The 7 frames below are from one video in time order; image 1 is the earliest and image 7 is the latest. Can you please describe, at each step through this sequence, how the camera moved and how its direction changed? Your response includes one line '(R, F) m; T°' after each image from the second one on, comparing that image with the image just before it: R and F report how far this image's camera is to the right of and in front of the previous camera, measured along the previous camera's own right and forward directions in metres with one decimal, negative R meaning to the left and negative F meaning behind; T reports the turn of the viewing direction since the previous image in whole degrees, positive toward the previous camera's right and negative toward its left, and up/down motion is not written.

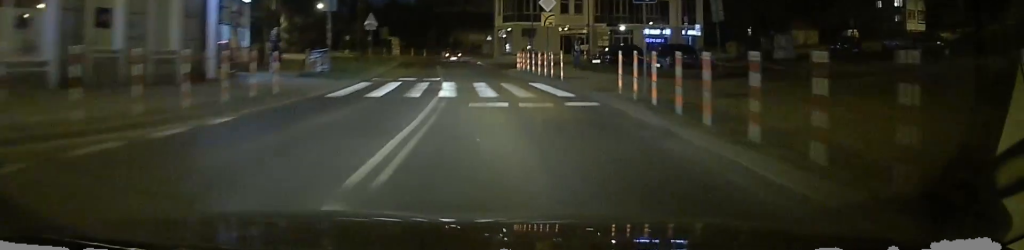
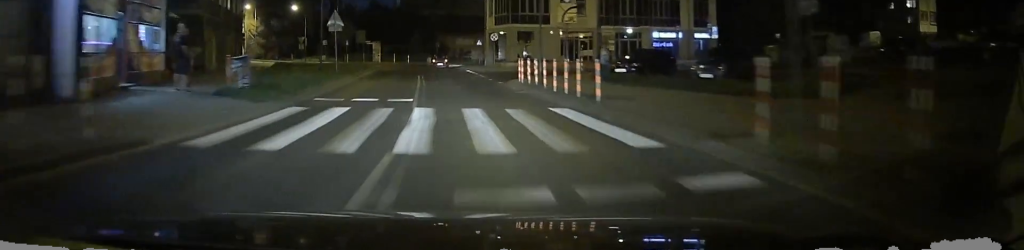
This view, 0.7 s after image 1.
(+0.1, +7.9) m; +1°
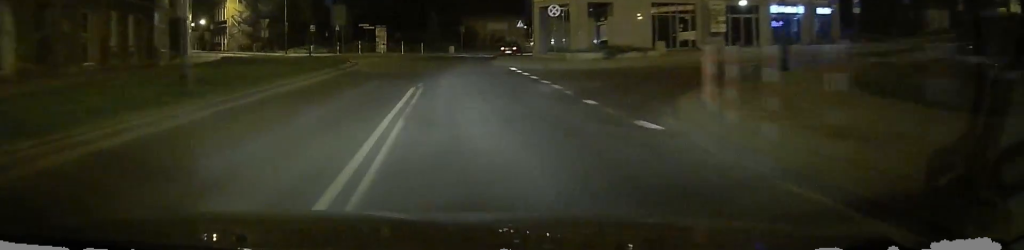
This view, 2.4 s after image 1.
(-0.5, +20.2) m; -3°
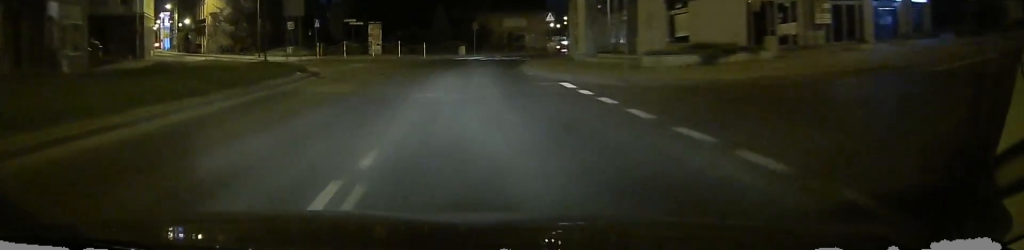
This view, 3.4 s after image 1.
(-0.1, +11.3) m; +1°
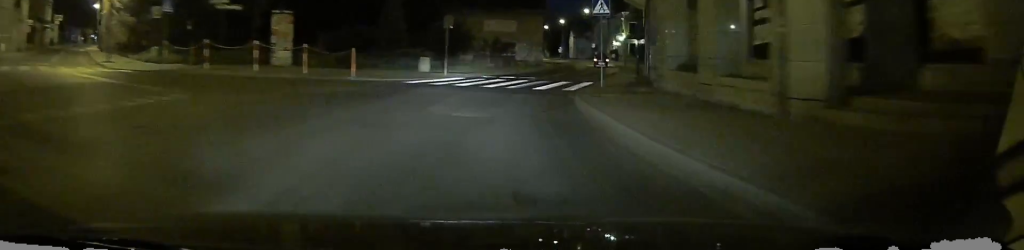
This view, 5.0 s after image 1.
(+1.0, +19.9) m; +8°
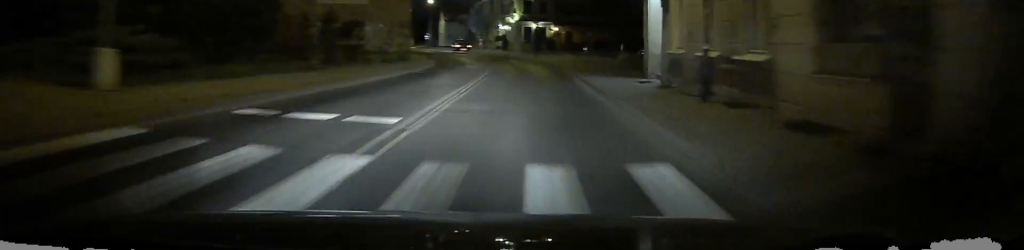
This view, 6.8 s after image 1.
(+2.0, +20.8) m; +11°
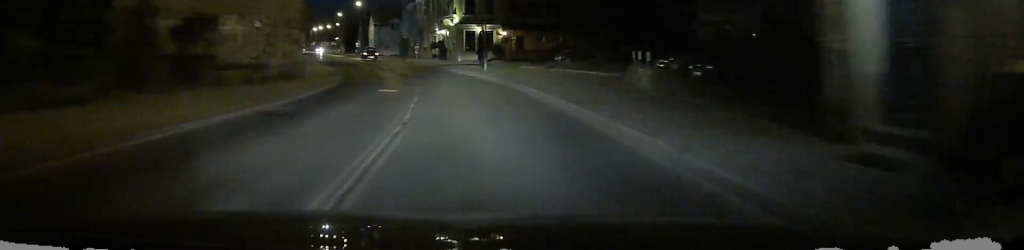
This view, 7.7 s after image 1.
(+0.6, +11.6) m; +2°
